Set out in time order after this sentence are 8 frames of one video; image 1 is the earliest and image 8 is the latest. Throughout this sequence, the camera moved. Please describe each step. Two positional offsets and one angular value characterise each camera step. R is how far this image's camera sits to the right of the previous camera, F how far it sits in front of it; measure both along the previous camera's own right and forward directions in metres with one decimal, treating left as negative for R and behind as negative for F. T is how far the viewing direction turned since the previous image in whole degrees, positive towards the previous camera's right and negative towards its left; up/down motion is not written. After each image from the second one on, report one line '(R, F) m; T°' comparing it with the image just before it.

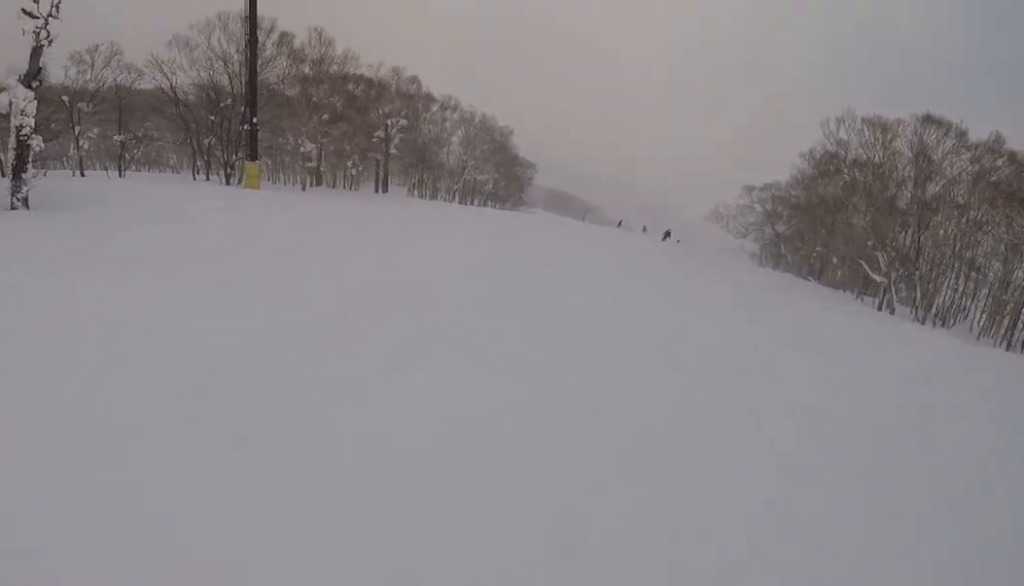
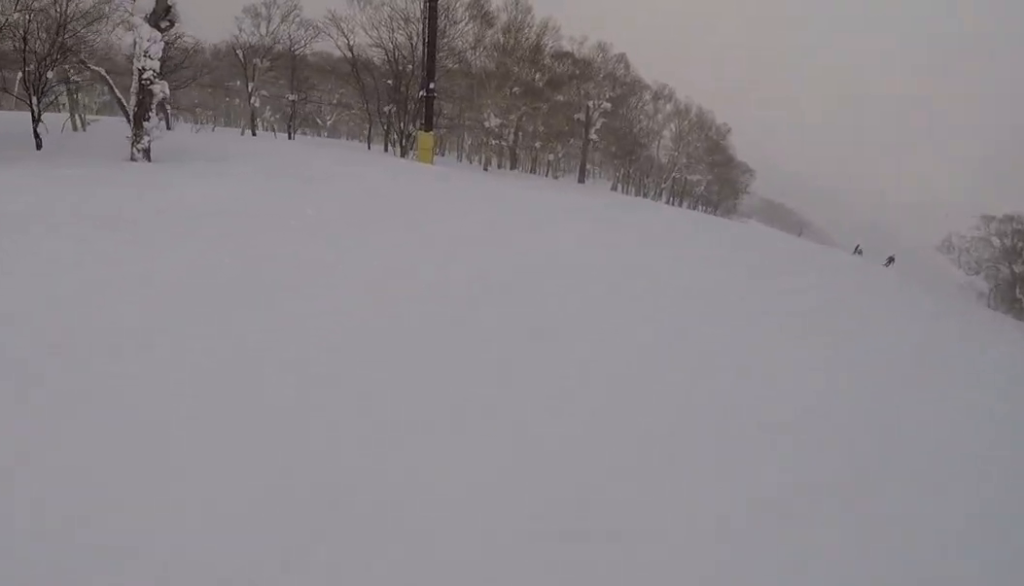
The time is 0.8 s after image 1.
(-1.3, +5.8) m; -12°
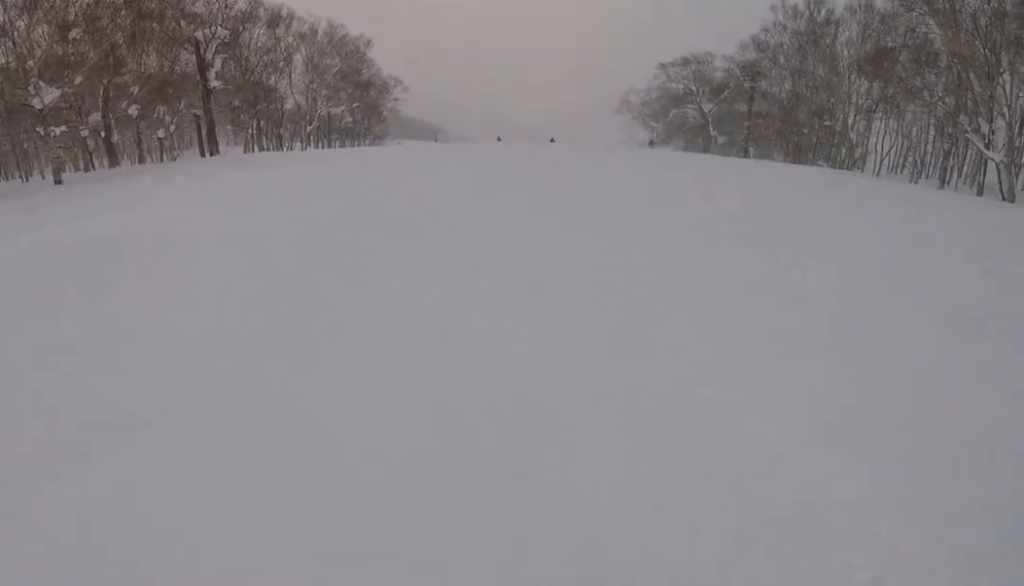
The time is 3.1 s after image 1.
(+4.0, +17.8) m; +37°
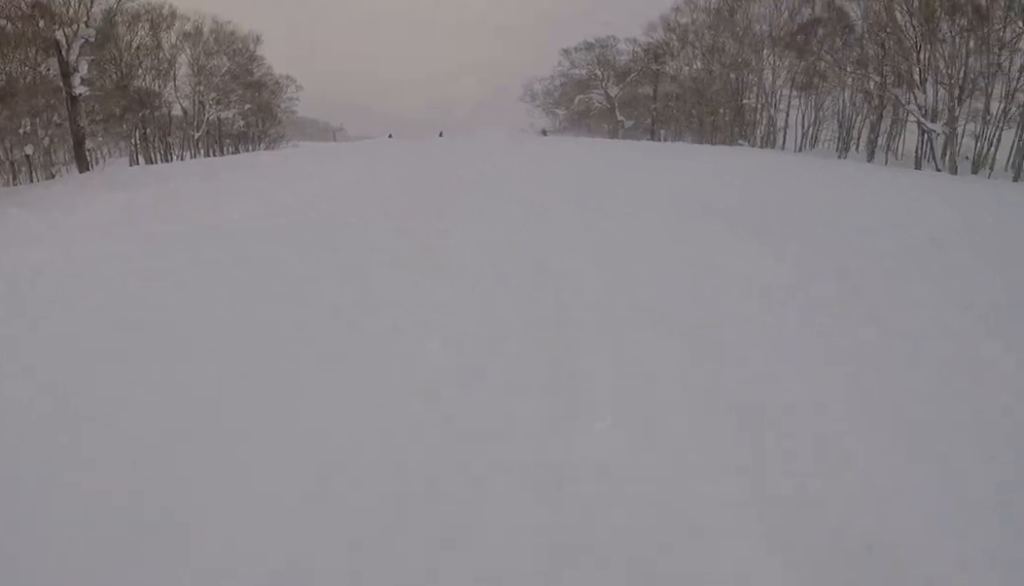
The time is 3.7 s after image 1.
(+0.6, +4.2) m; +8°
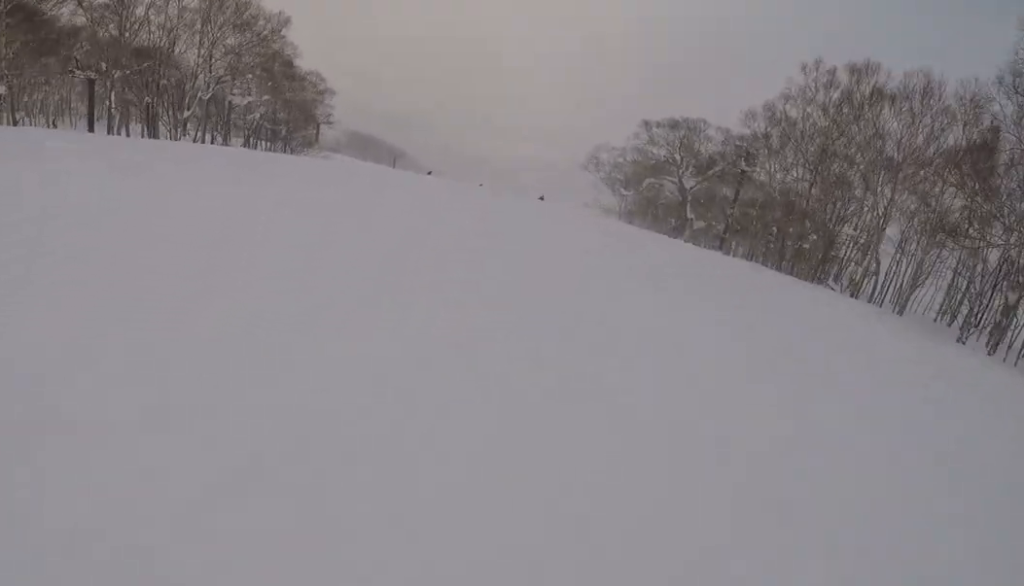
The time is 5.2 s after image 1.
(-0.2, +12.5) m; -16°
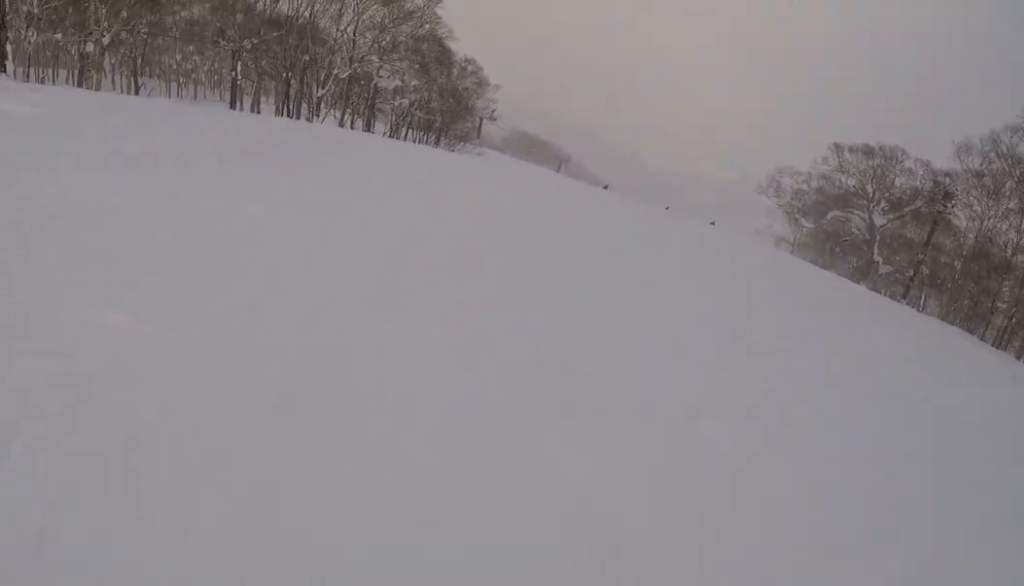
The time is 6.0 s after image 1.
(-1.1, +5.9) m; -12°
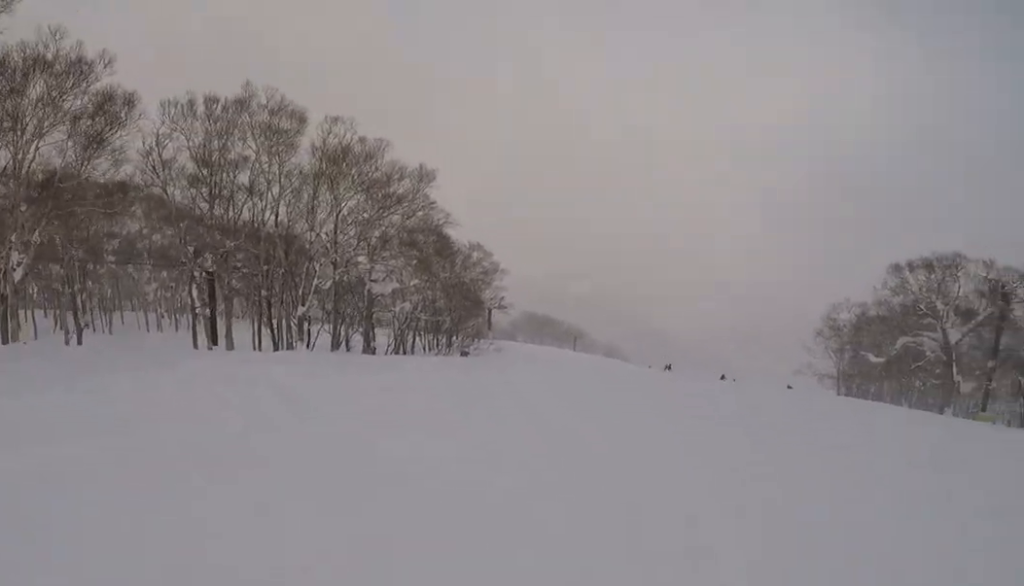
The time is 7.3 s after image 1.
(-0.6, +10.0) m; +10°
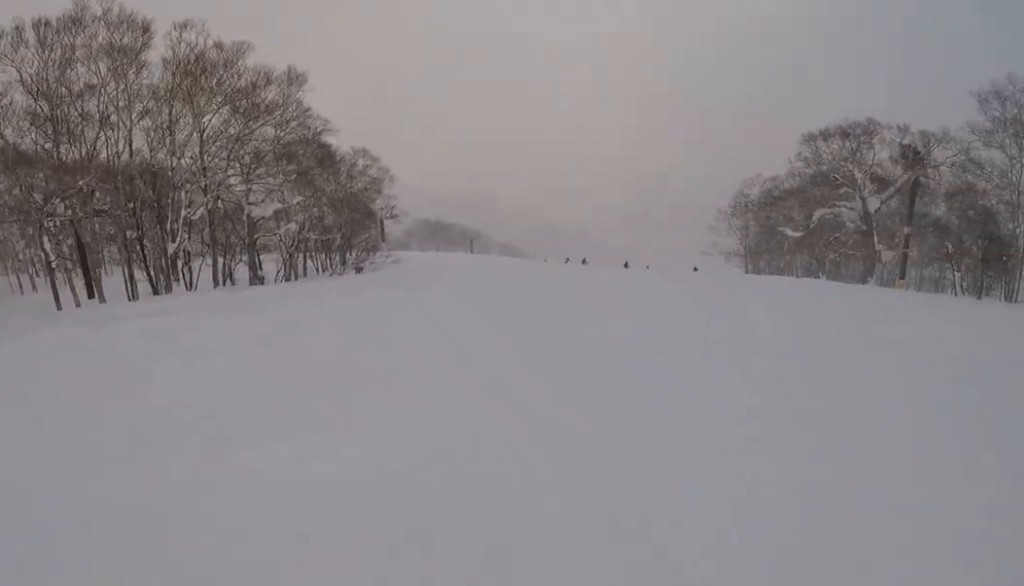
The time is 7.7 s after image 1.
(+0.3, +3.8) m; +8°
